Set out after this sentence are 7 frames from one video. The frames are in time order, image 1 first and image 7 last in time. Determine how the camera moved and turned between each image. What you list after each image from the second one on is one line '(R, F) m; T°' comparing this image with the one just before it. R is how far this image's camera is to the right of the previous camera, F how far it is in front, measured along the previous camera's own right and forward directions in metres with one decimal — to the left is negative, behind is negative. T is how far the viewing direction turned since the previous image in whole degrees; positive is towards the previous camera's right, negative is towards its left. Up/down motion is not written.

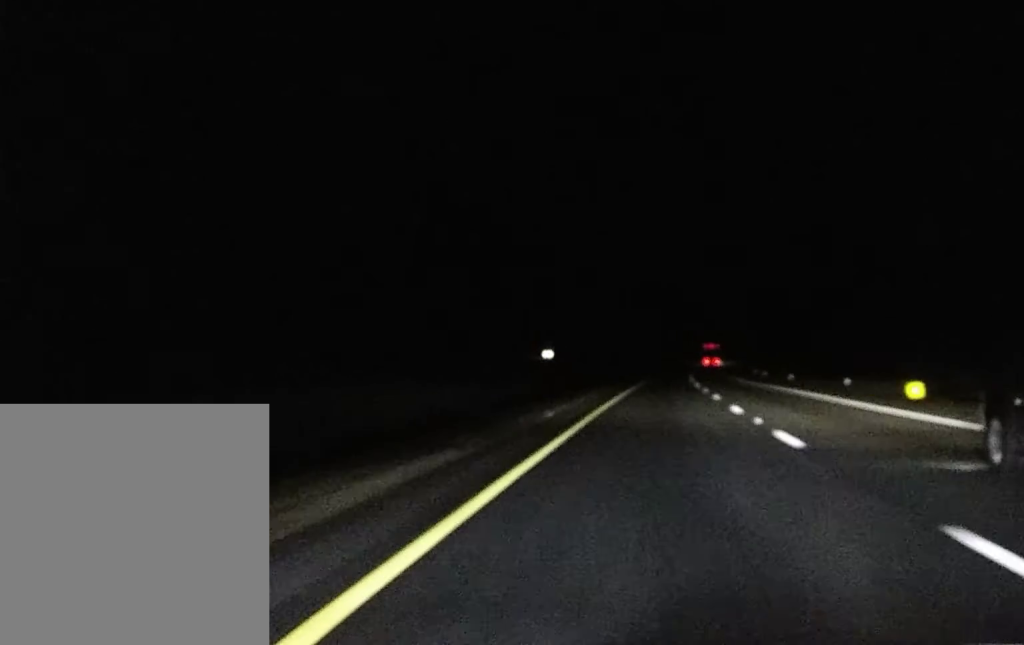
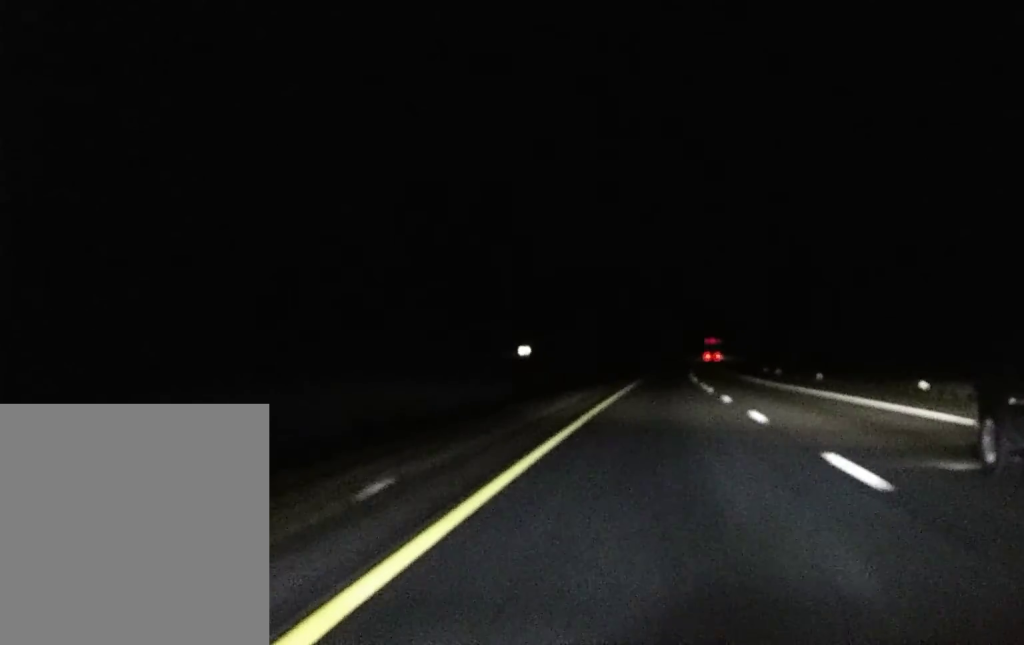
(+0.1, +19.7) m; 0°
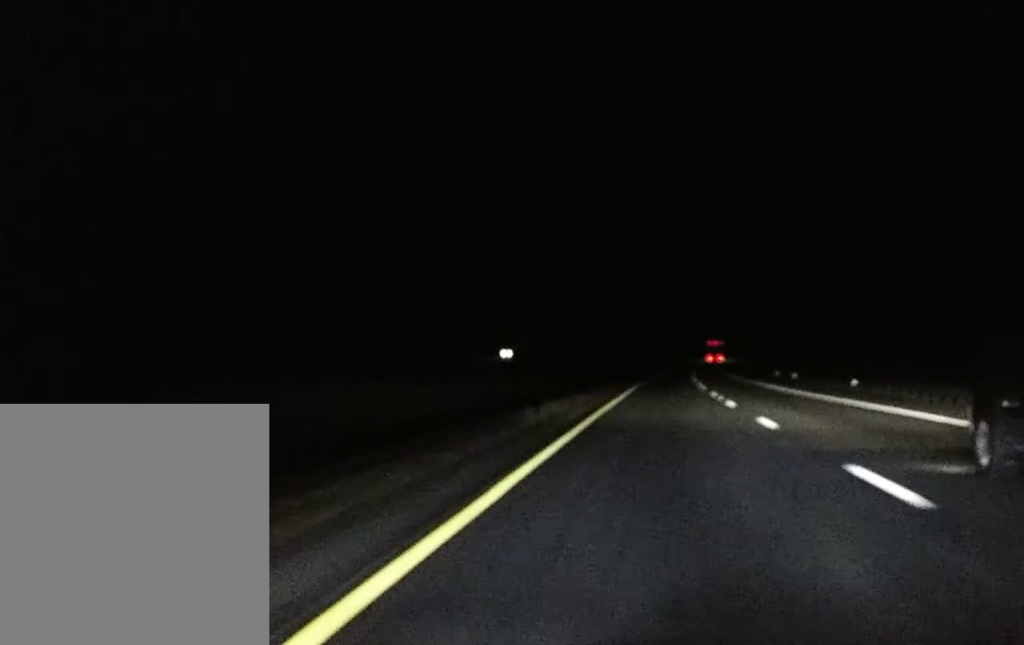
(+0.1, +16.0) m; 0°
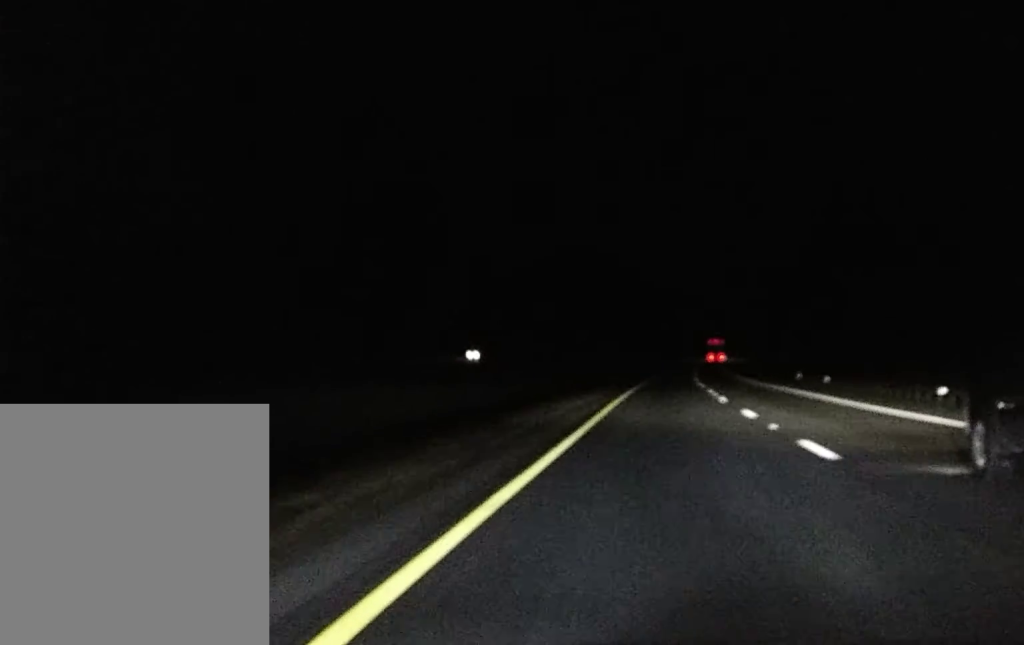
(0.0, +20.9) m; 0°
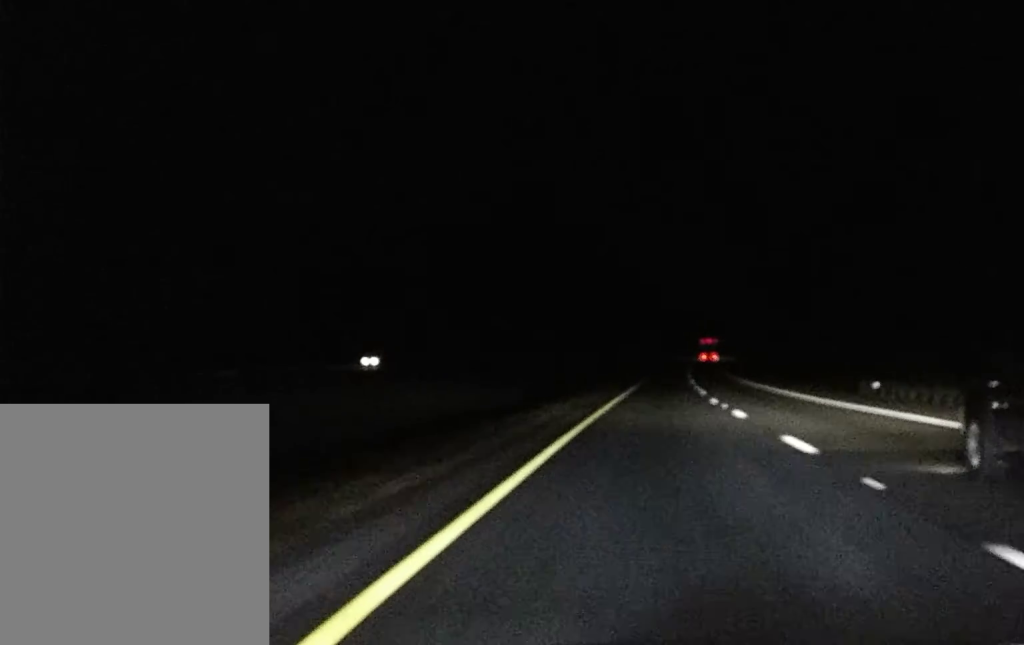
(+0.1, +35.3) m; +1°
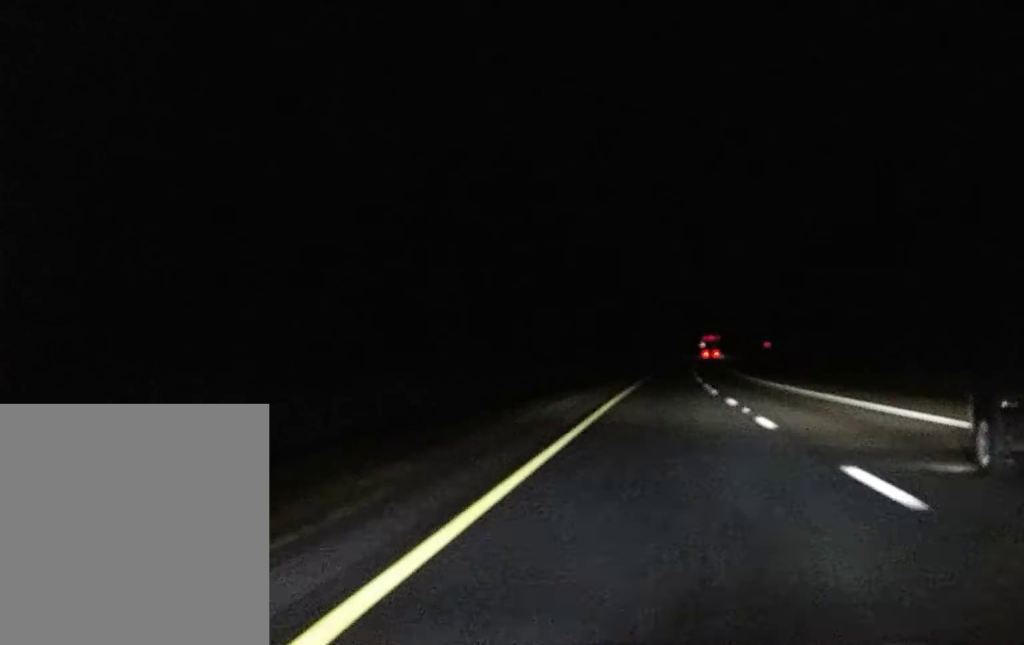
(+0.5, +51.4) m; +1°
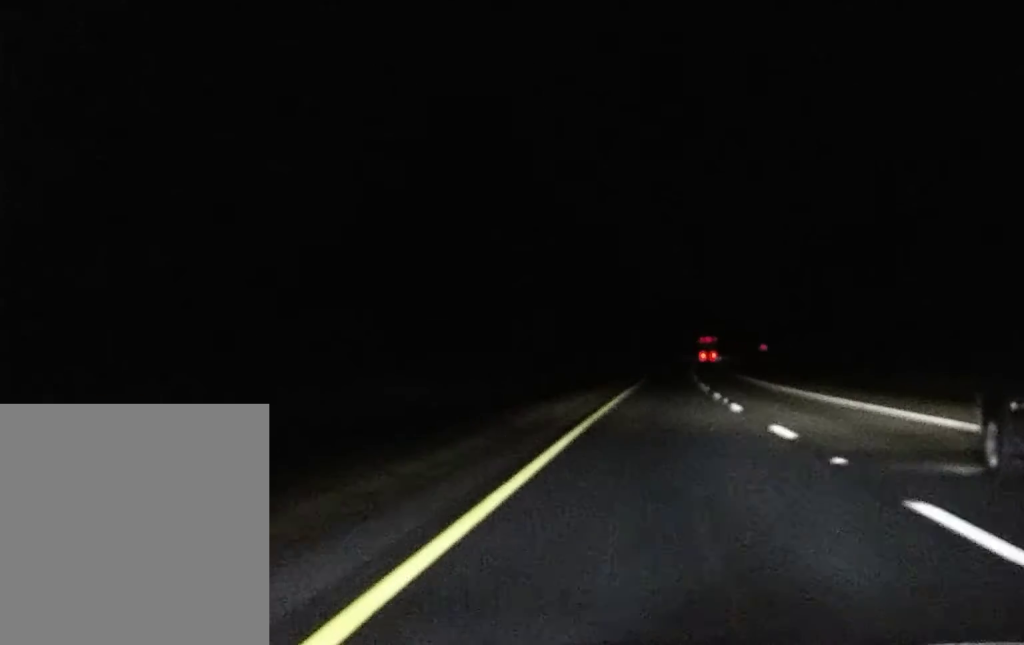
(0.0, +11.8) m; 0°
